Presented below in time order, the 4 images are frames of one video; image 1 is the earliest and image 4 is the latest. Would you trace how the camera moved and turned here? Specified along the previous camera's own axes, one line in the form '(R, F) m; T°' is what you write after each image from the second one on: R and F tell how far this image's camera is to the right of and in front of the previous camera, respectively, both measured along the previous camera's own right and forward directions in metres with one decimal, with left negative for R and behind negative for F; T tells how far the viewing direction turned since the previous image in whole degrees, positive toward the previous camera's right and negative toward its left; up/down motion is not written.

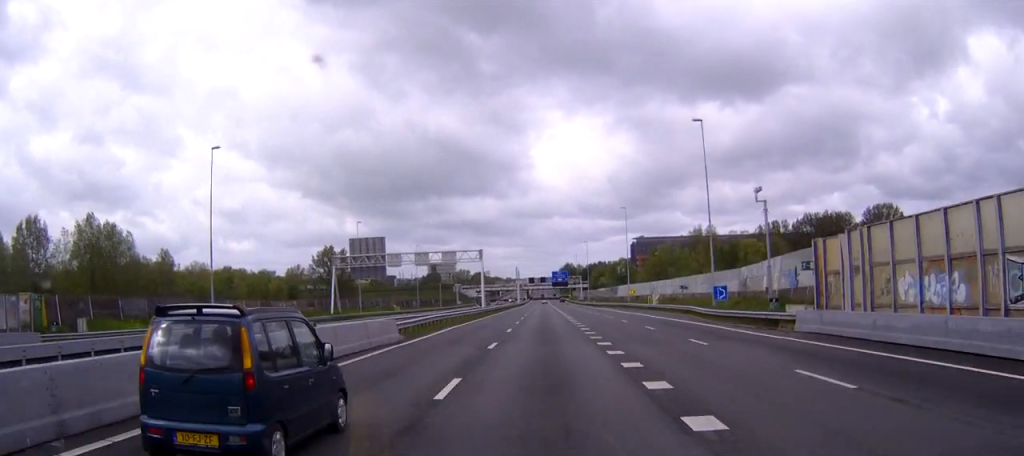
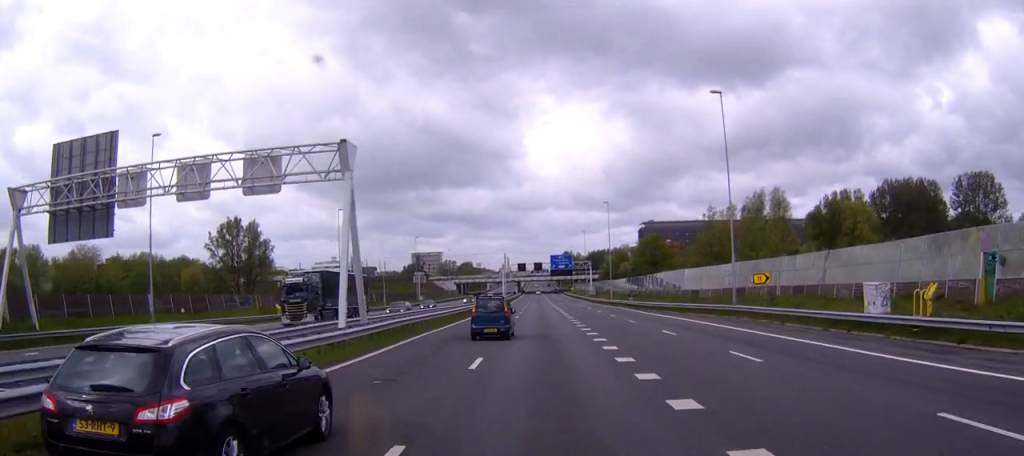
(0.0, +76.7) m; 0°
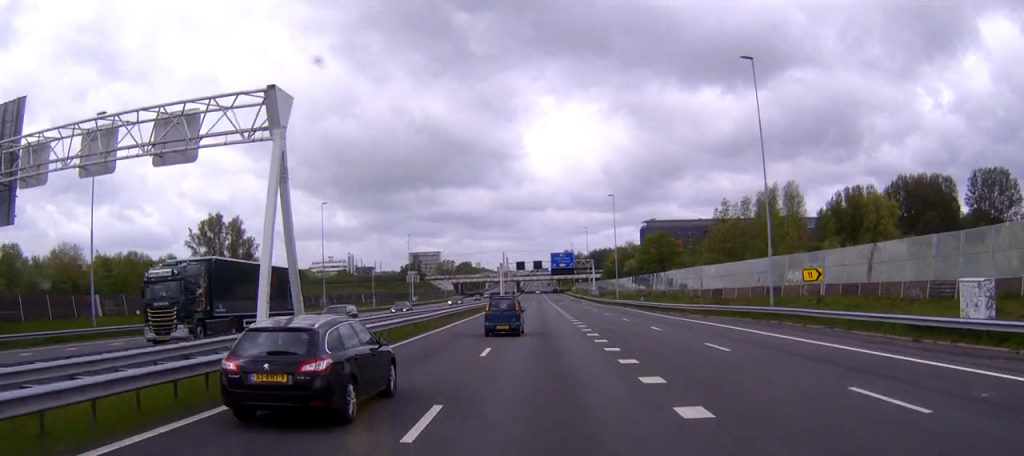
(0.0, +9.9) m; 0°
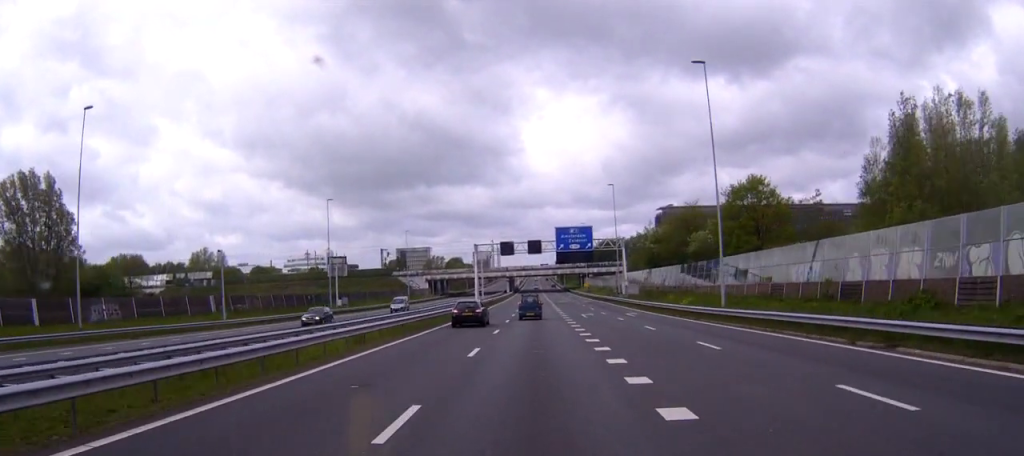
(+0.2, +63.1) m; 0°
